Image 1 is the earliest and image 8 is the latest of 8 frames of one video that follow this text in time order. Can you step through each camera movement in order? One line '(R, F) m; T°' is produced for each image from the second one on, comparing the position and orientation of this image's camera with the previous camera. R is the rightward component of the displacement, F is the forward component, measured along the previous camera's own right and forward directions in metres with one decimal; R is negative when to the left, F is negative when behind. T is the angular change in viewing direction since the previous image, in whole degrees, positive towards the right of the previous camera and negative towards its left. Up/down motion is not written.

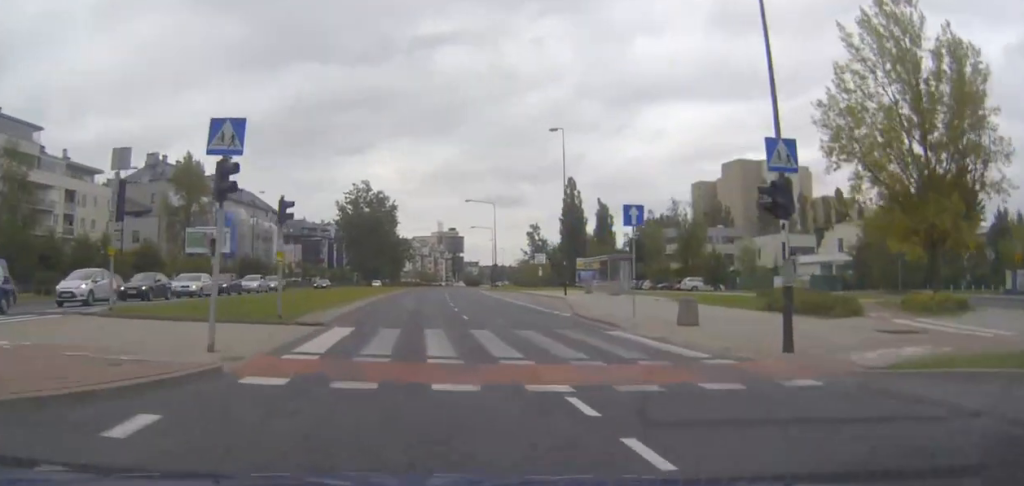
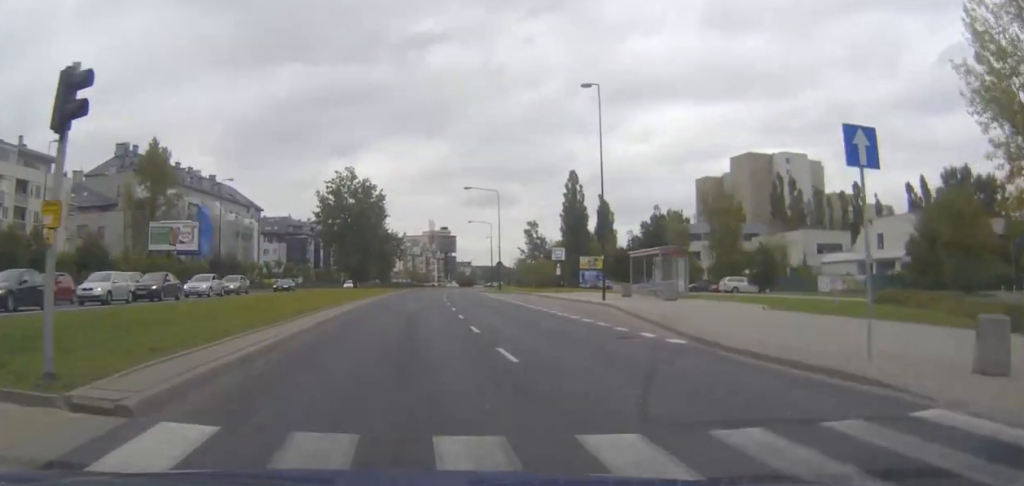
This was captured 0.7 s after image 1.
(0.0, +12.1) m; +1°
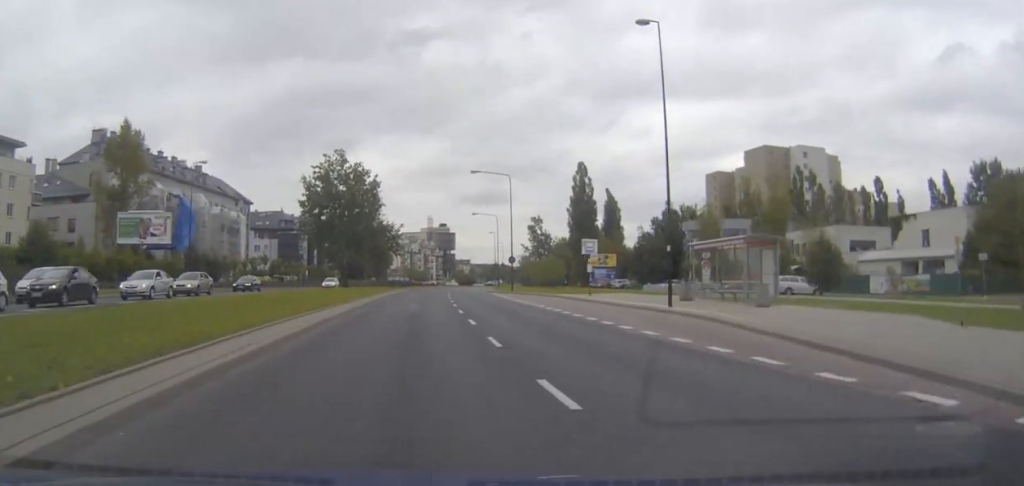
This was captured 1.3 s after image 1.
(+0.1, +10.3) m; 0°
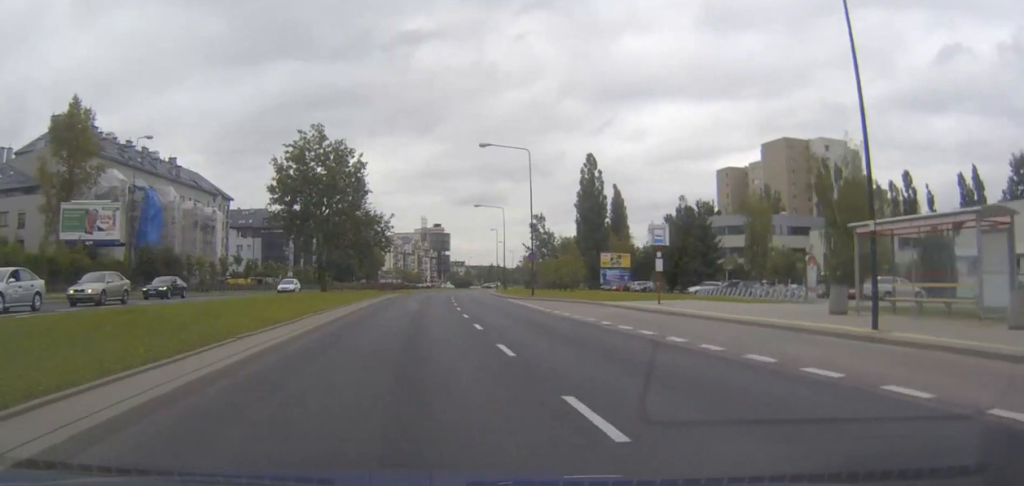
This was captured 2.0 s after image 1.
(+0.1, +13.6) m; +1°
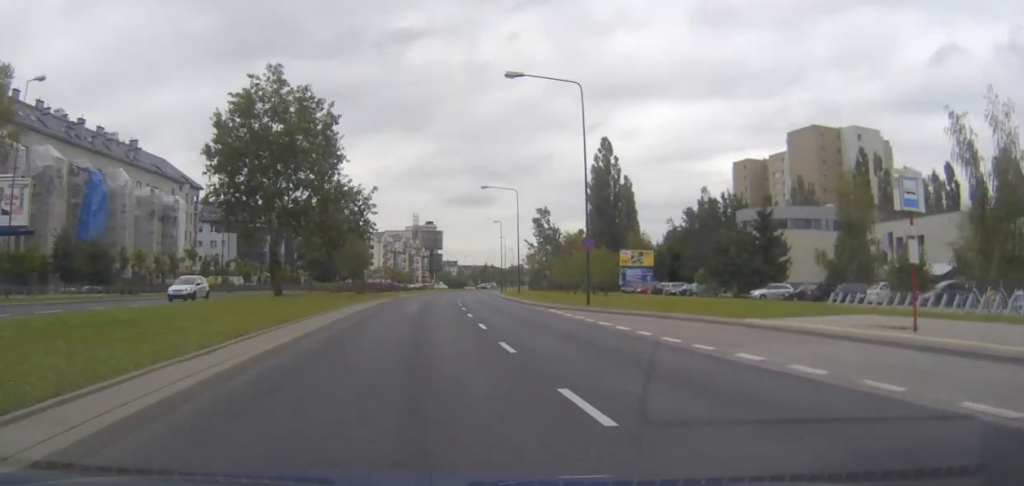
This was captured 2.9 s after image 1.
(+0.1, +17.9) m; +1°
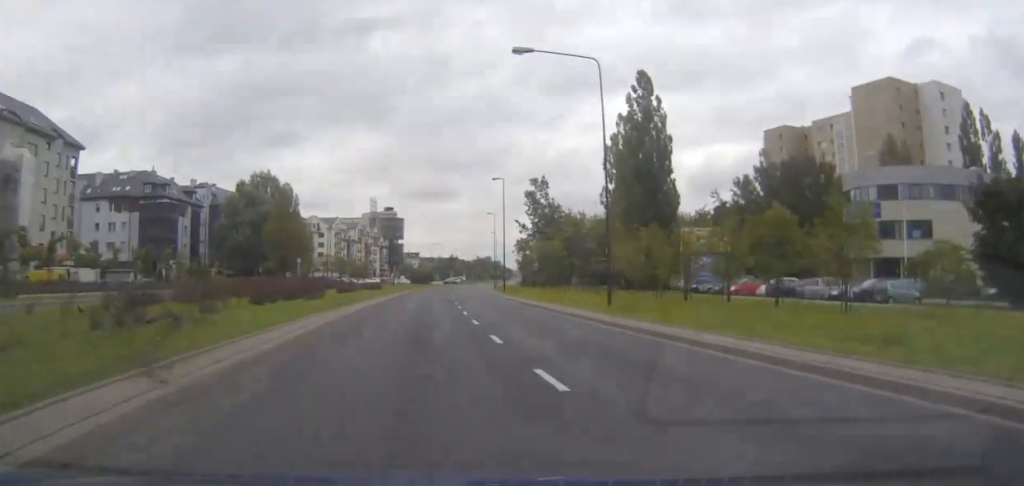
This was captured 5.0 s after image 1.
(+1.3, +41.6) m; +3°
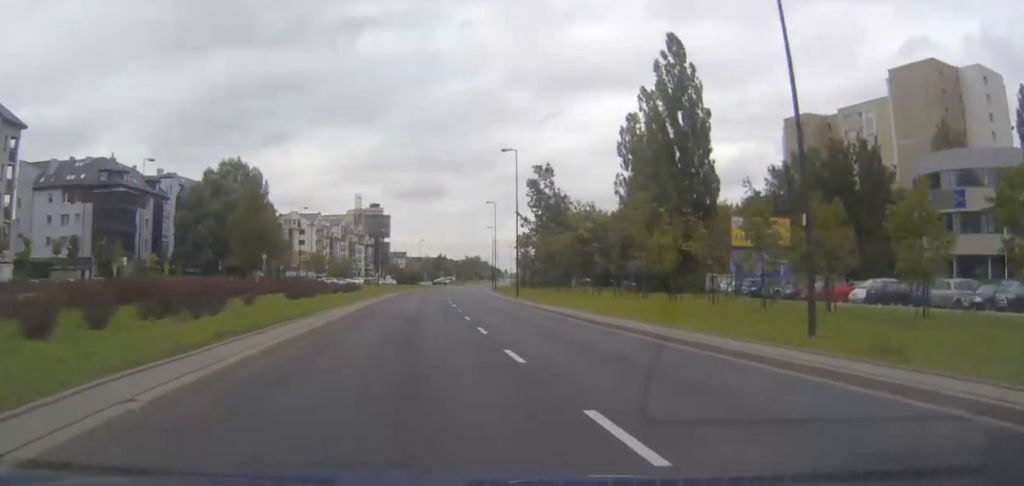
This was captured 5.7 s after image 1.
(0.0, +15.3) m; +1°
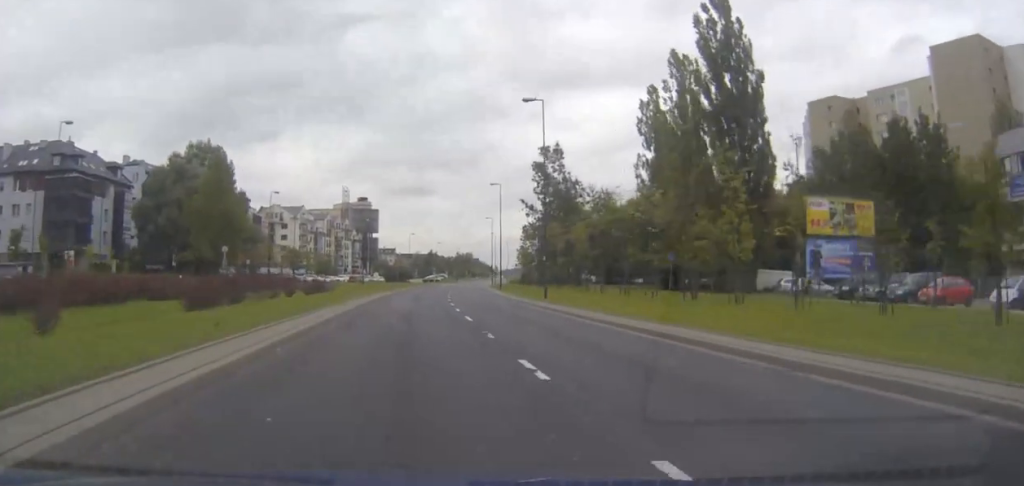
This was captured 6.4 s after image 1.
(+0.1, +14.0) m; +1°
